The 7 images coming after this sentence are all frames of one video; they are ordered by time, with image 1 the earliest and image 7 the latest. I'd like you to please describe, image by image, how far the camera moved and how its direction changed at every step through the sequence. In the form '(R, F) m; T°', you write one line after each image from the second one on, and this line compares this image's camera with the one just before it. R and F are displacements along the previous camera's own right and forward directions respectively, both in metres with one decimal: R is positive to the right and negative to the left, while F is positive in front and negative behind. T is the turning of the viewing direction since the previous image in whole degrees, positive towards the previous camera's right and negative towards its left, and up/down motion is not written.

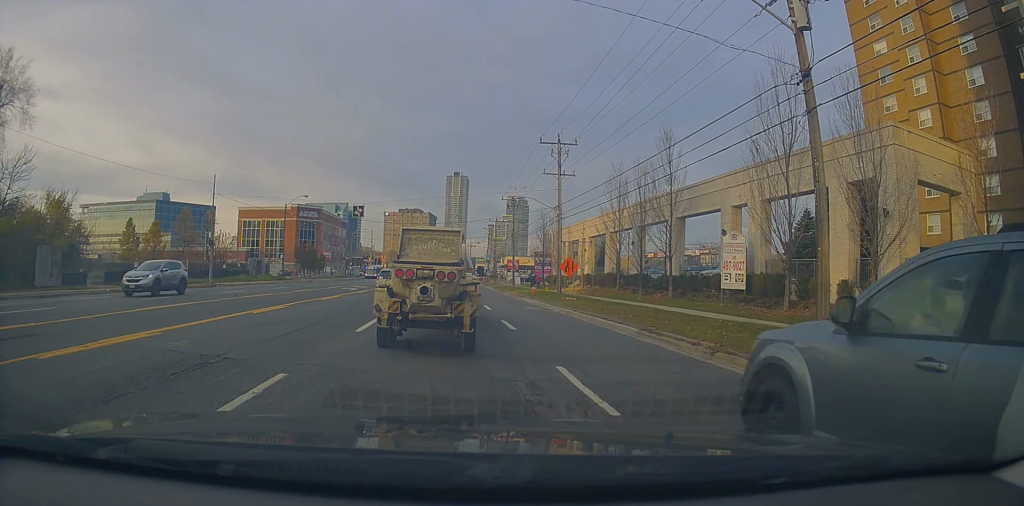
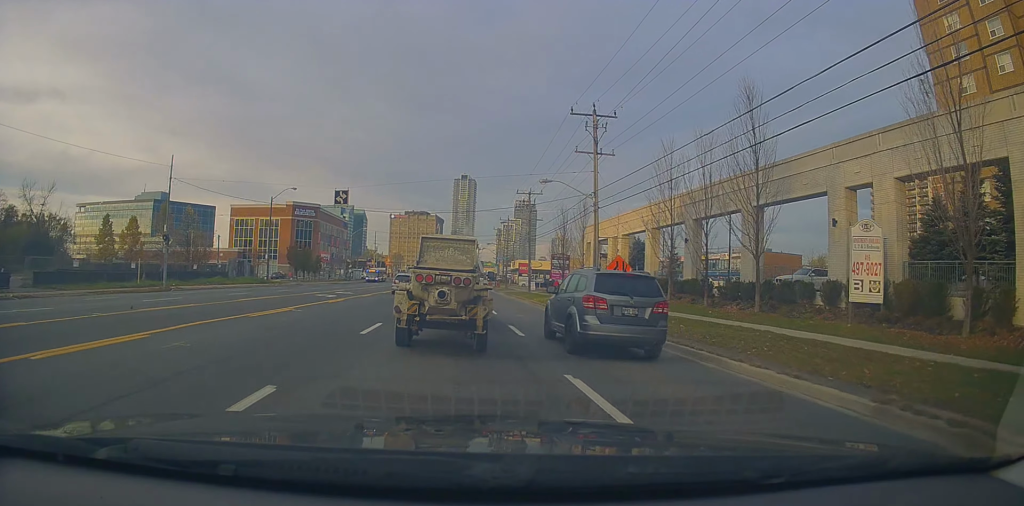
(-0.4, +8.5) m; -1°
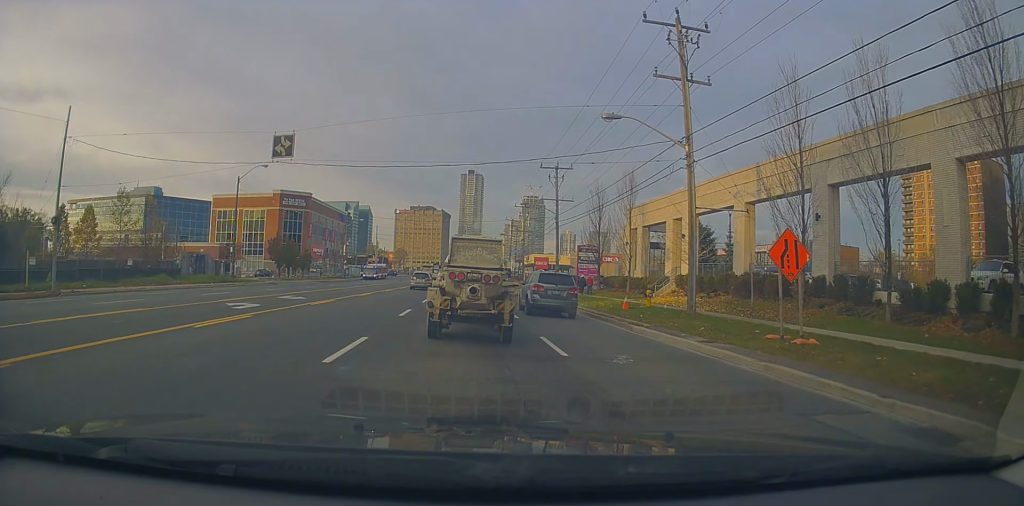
(-0.3, +12.3) m; -3°
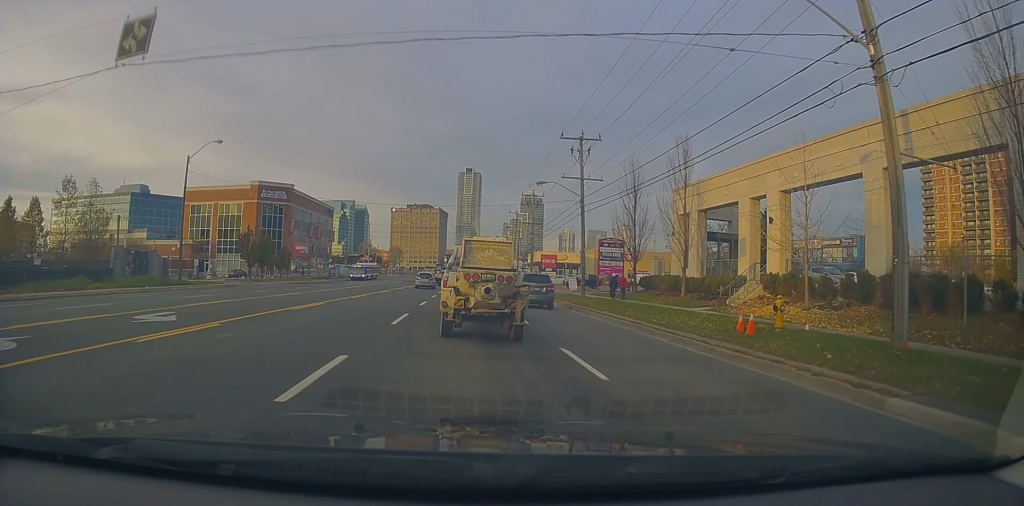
(+0.4, +10.4) m; +1°
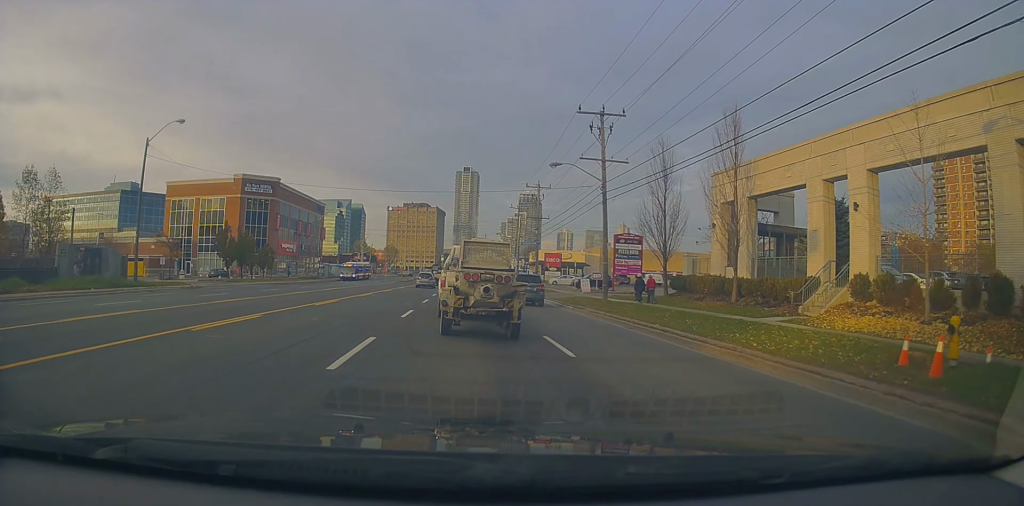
(-0.3, +6.8) m; +1°
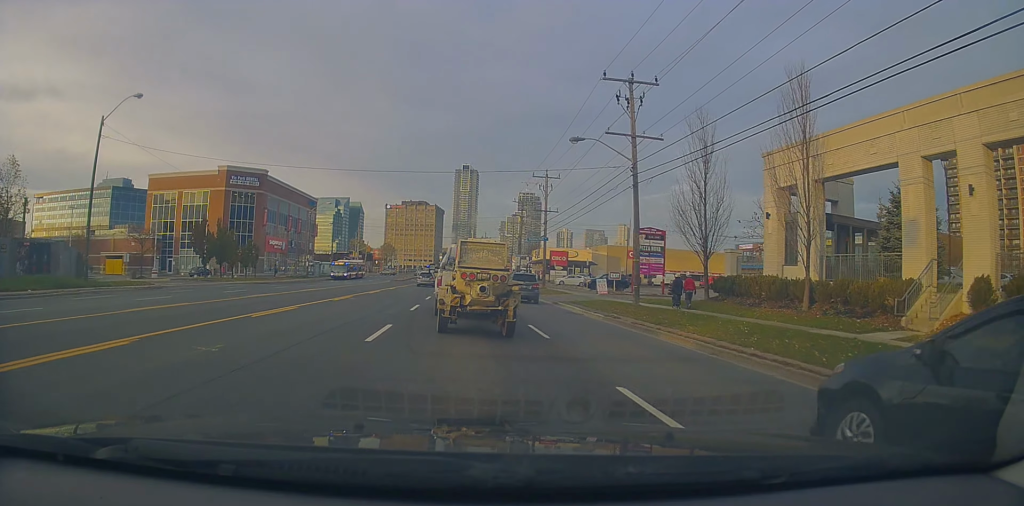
(+0.1, +5.8) m; -1°
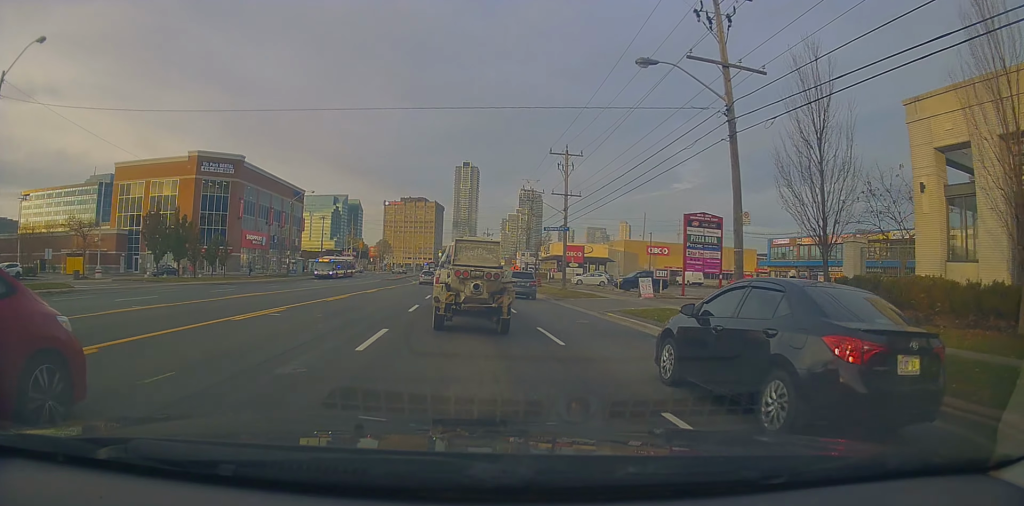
(-0.1, +9.9) m; -2°
